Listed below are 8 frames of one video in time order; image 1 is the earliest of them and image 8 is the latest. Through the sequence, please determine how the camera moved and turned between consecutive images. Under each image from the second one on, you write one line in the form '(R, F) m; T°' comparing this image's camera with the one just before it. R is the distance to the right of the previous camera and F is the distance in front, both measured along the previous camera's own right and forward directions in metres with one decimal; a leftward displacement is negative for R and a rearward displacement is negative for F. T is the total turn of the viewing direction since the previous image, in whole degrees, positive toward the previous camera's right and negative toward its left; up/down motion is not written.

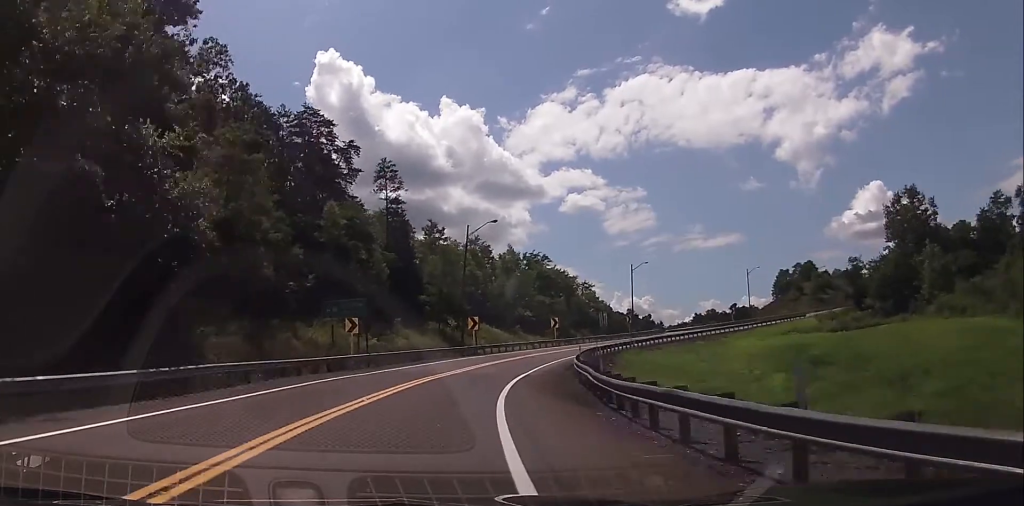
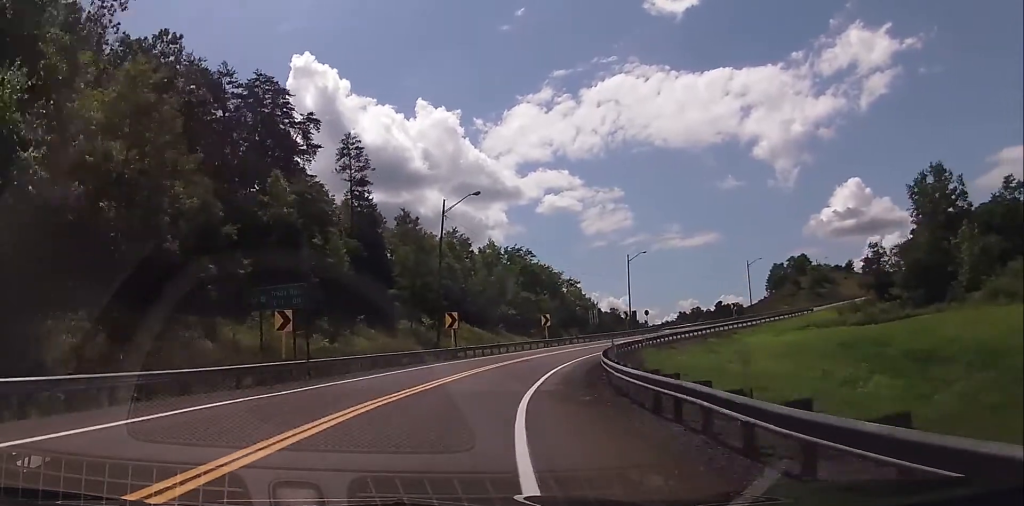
(-0.1, +11.5) m; -1°
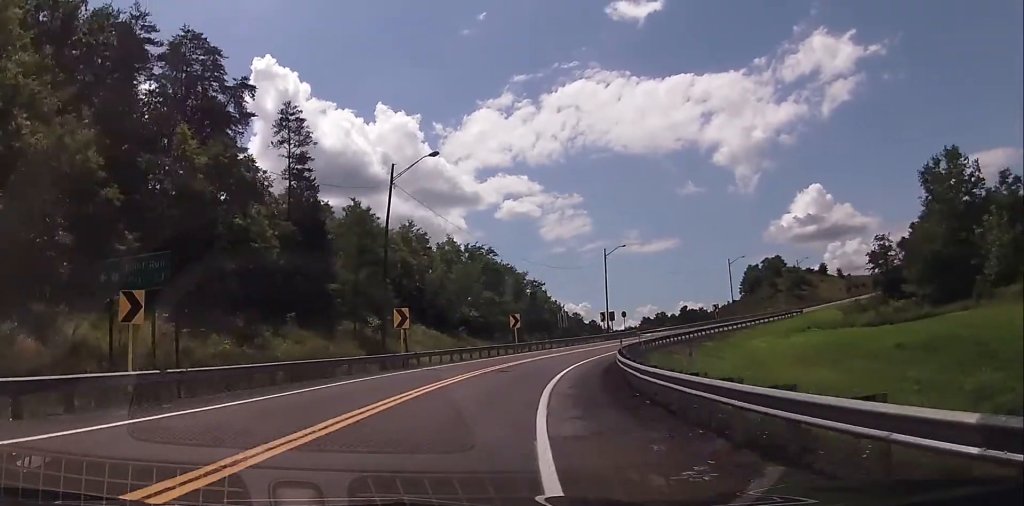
(0.0, +11.1) m; 0°
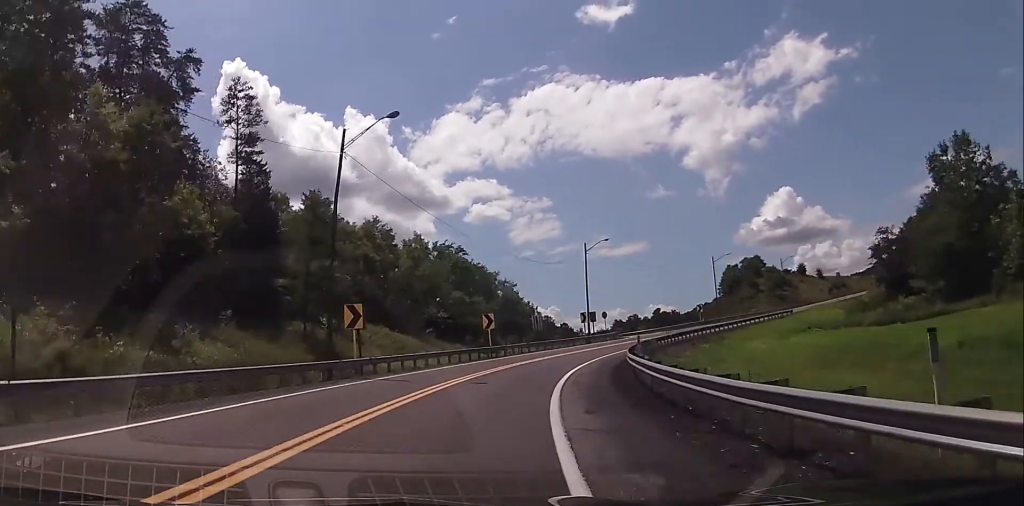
(0.0, +7.2) m; +2°
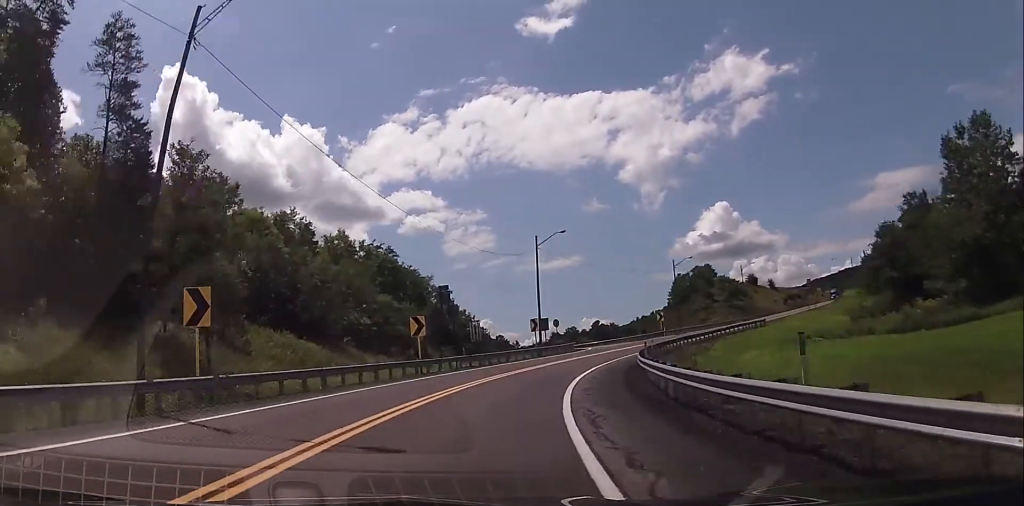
(+0.3, +13.3) m; +5°
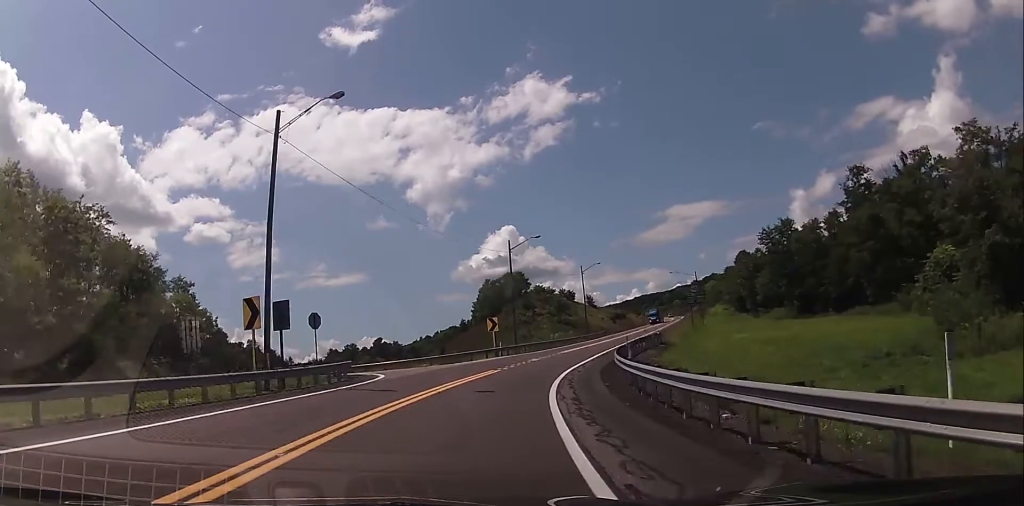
(+5.6, +37.2) m; +18°
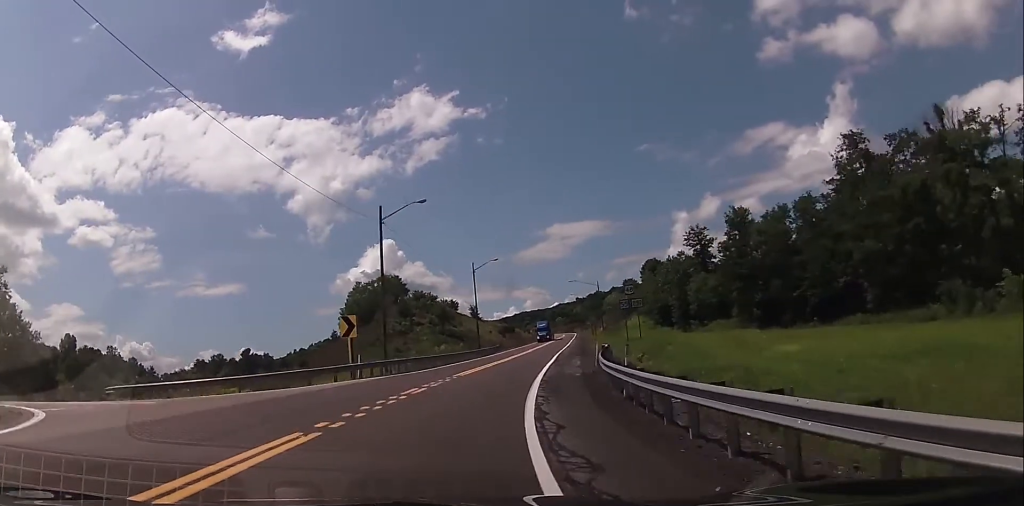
(+2.2, +21.8) m; +10°
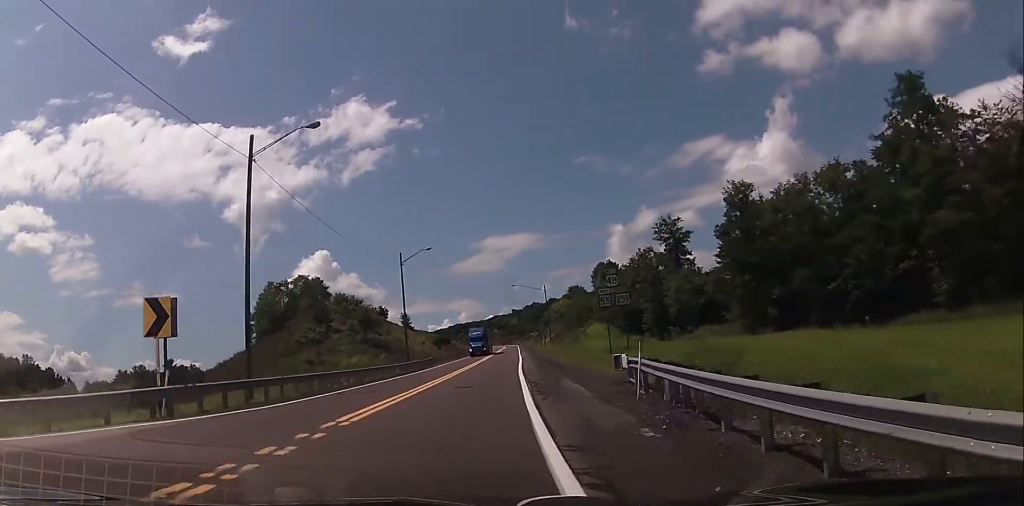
(+0.7, +17.4) m; +8°
